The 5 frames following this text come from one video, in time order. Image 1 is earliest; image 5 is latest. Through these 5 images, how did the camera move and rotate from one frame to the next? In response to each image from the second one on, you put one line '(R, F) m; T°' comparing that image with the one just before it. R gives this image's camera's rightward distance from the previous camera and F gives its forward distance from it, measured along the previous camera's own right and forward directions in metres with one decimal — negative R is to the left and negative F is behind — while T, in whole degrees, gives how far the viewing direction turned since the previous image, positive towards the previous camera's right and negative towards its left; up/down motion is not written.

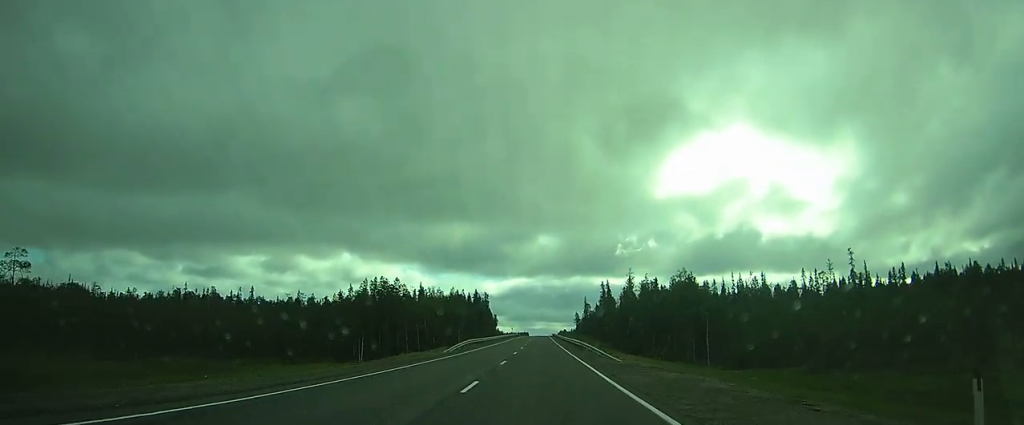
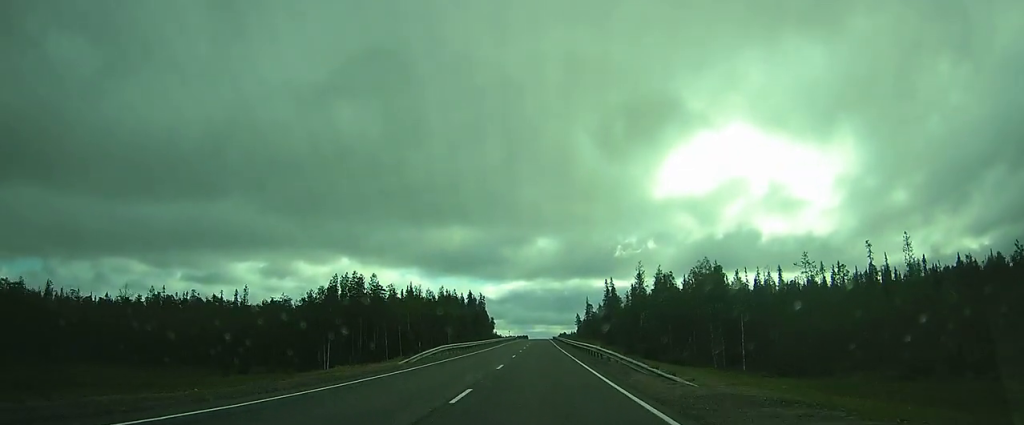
(0.0, +13.2) m; 0°
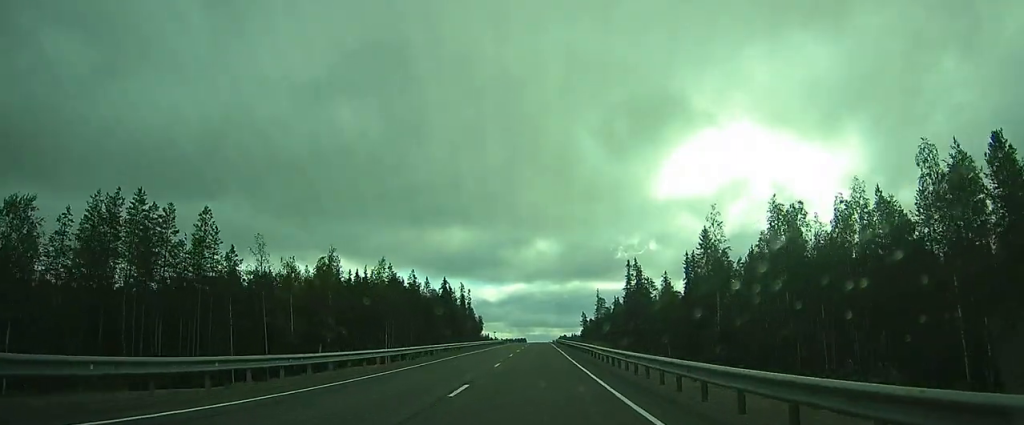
(+0.3, +45.9) m; +1°
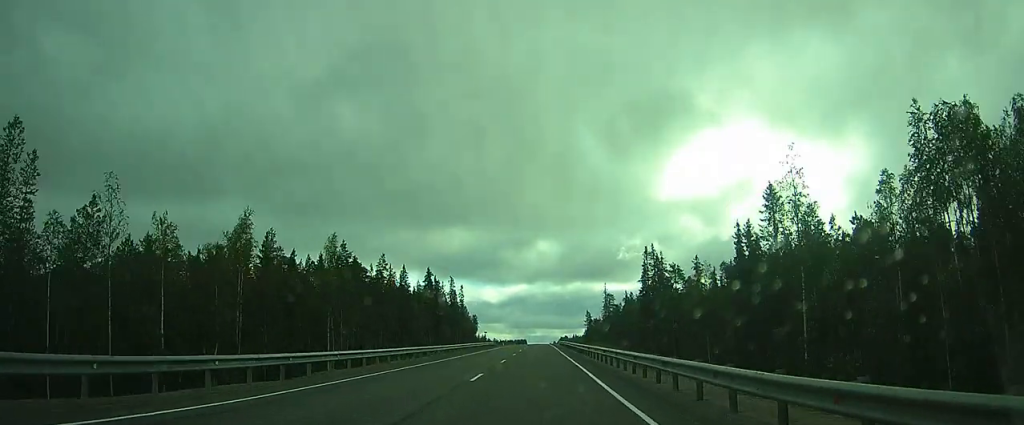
(+0.2, +19.5) m; 0°
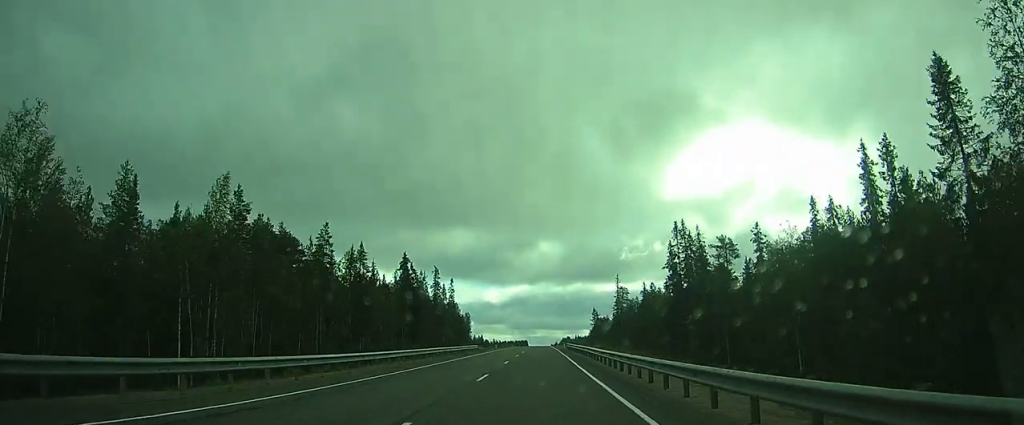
(-0.1, +22.5) m; -1°
